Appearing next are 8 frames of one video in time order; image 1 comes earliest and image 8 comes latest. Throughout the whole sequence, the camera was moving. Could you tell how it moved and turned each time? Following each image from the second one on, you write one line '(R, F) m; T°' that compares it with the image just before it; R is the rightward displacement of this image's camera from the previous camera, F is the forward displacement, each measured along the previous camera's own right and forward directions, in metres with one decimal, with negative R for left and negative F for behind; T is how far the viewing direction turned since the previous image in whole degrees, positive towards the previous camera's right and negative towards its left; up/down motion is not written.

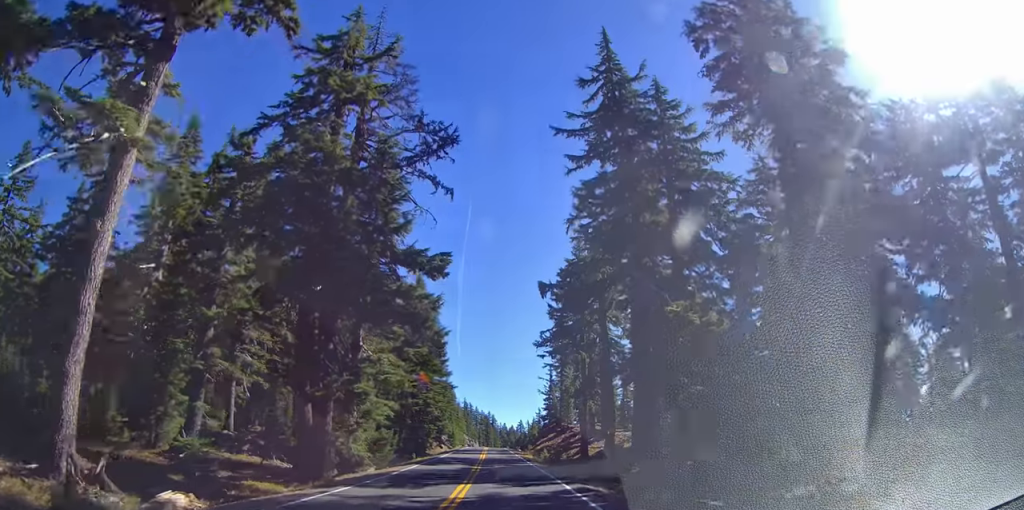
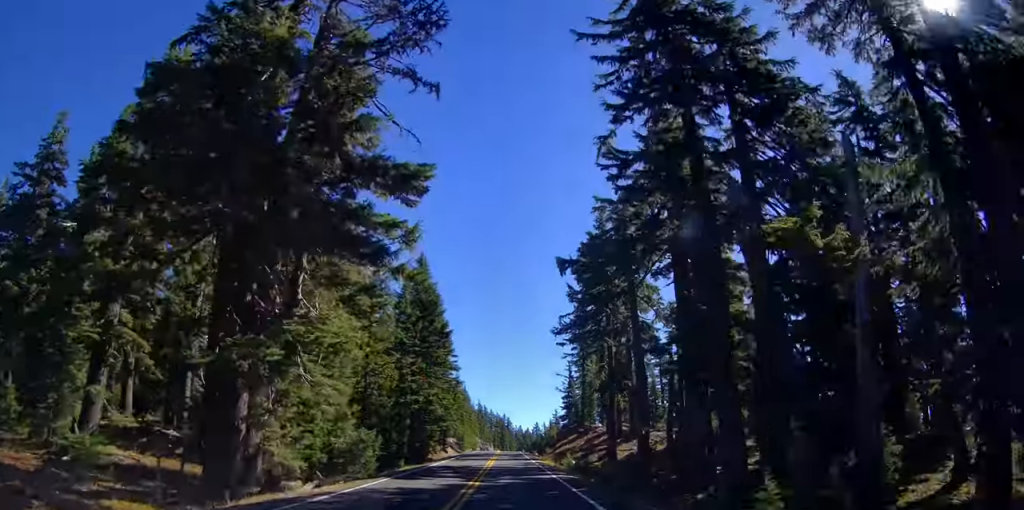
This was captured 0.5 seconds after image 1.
(-0.1, +9.9) m; -1°
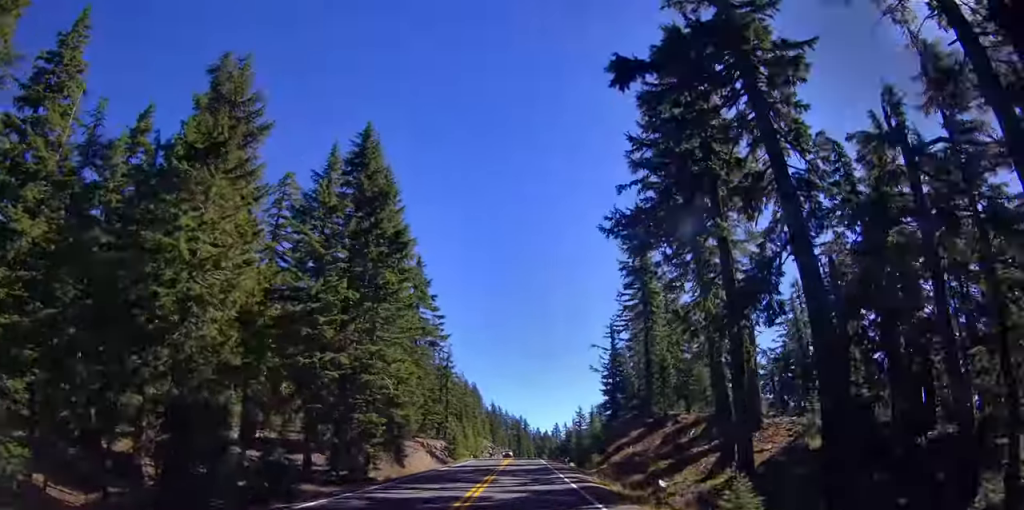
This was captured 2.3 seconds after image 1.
(-0.8, +31.7) m; -3°
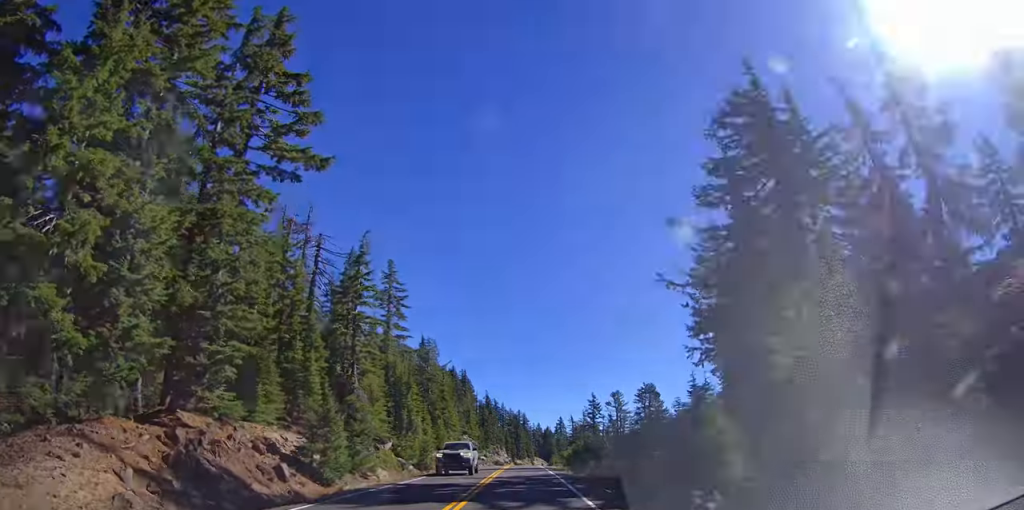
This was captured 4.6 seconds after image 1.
(-0.1, +41.1) m; 0°
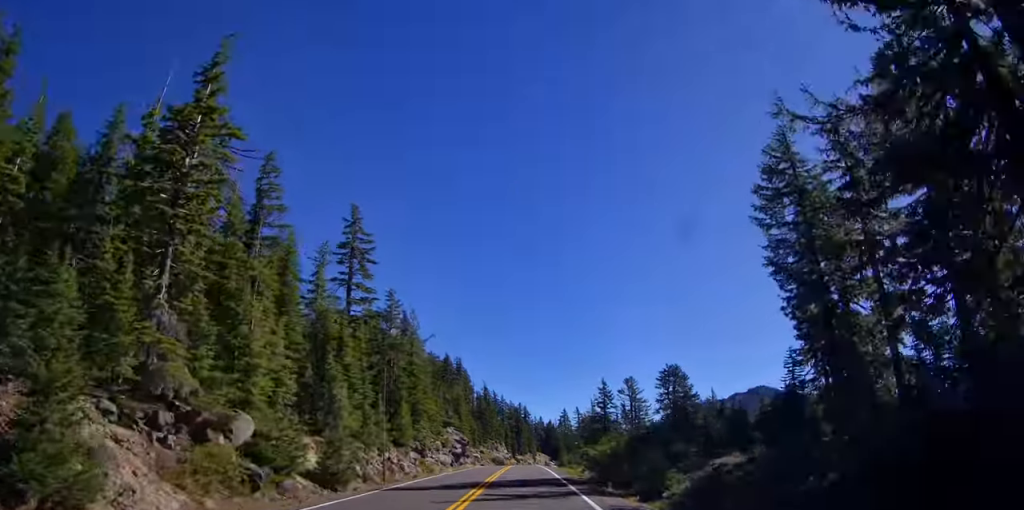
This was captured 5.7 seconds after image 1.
(0.0, +19.7) m; 0°
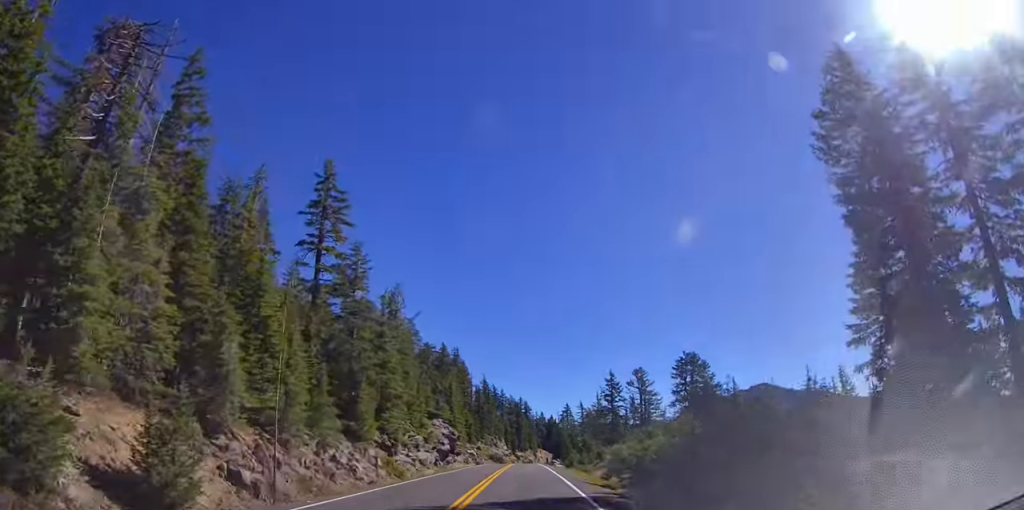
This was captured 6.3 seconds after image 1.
(0.0, +10.8) m; 0°
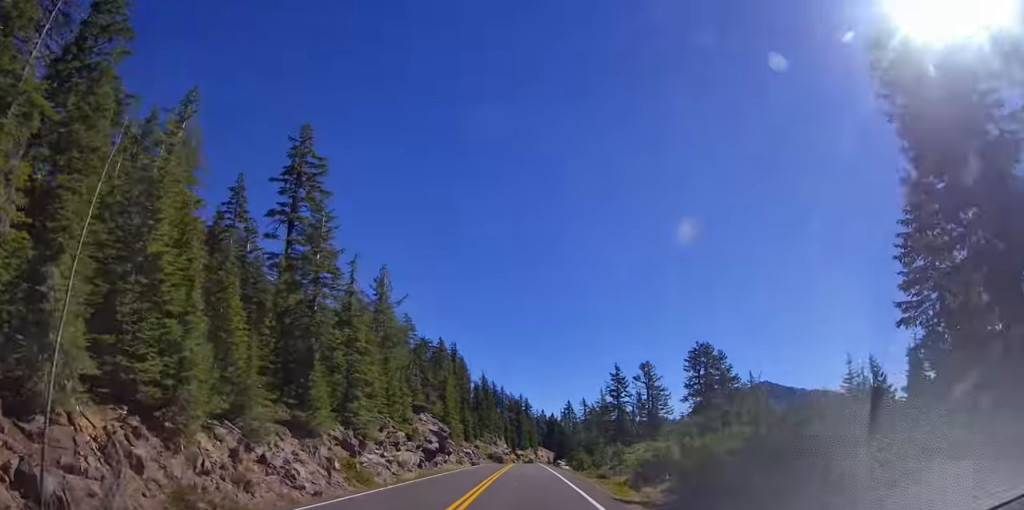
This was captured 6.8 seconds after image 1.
(-0.1, +7.3) m; 0°
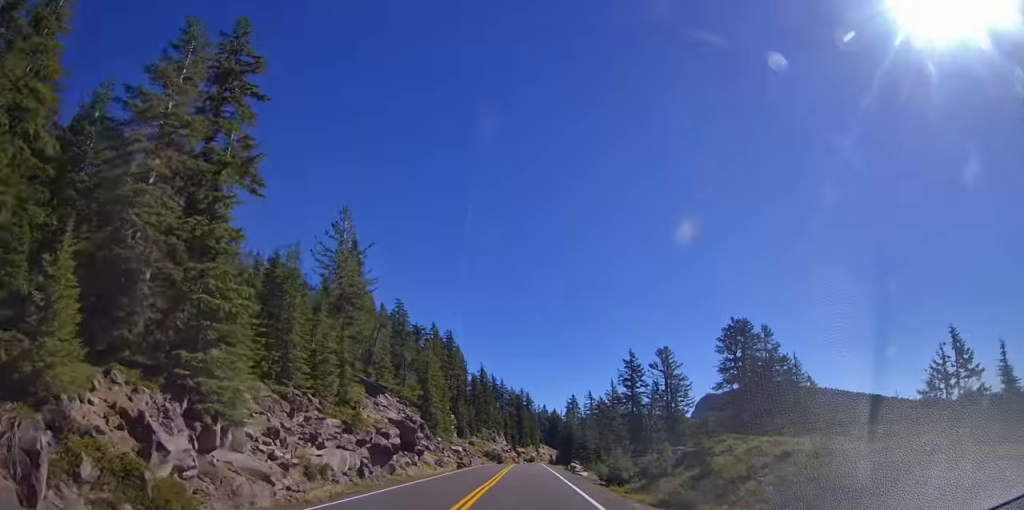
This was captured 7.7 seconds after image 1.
(-0.1, +15.0) m; 0°
